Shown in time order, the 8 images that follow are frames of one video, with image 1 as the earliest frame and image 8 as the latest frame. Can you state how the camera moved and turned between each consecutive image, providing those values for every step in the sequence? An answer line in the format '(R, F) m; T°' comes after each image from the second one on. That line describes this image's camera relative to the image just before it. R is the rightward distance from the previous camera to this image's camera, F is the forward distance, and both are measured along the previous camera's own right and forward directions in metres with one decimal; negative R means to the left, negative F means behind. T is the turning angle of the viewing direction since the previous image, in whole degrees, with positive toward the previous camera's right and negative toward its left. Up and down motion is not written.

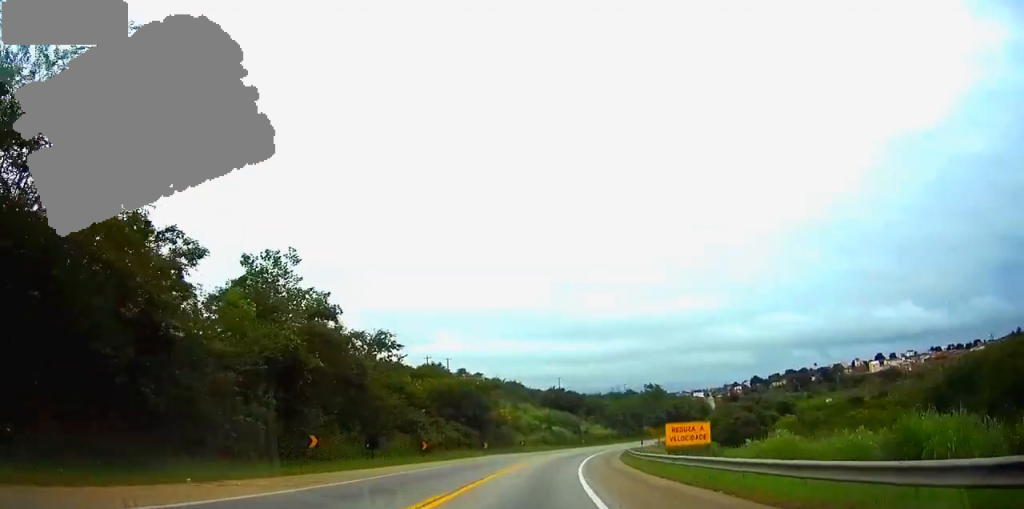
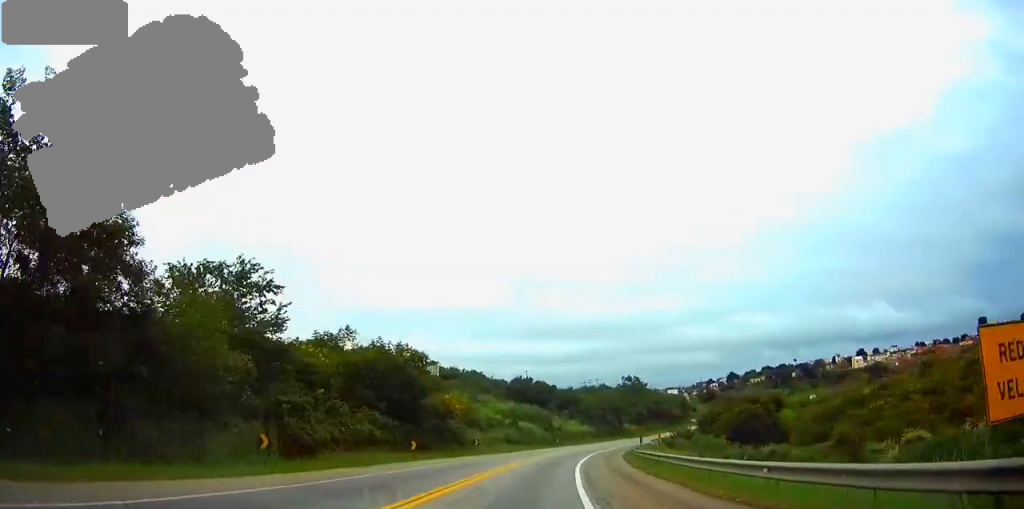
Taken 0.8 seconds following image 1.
(+0.4, +23.8) m; +2°
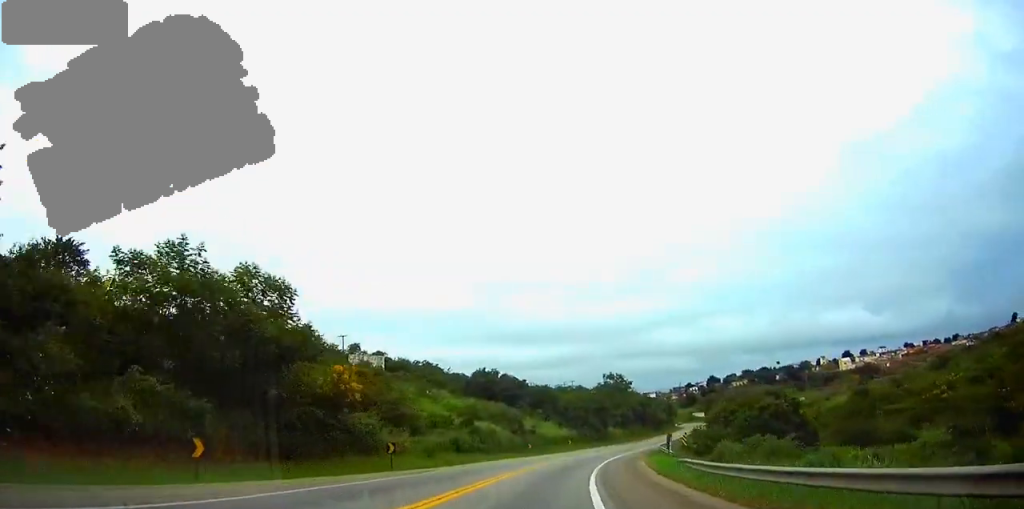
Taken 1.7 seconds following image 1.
(+0.5, +25.5) m; +3°
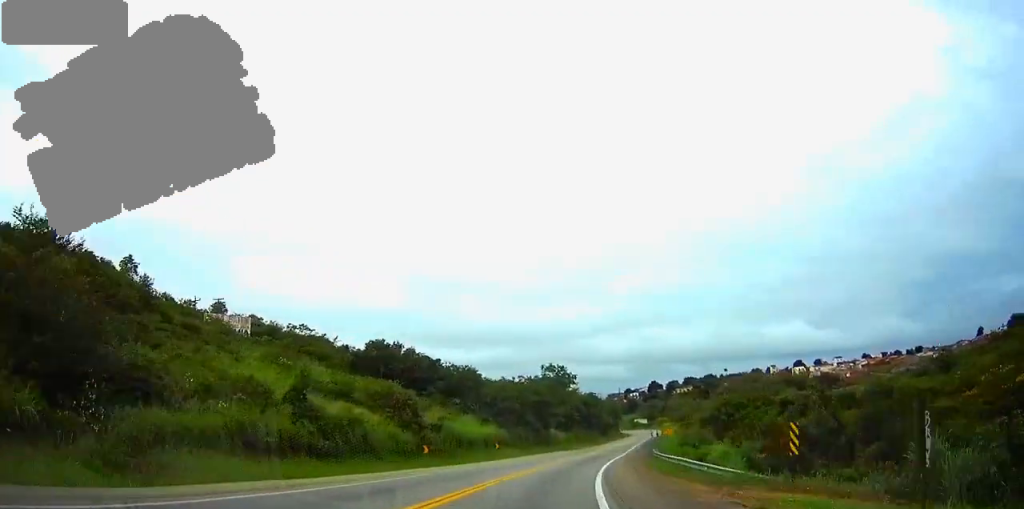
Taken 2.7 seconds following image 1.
(+1.3, +31.1) m; +5°
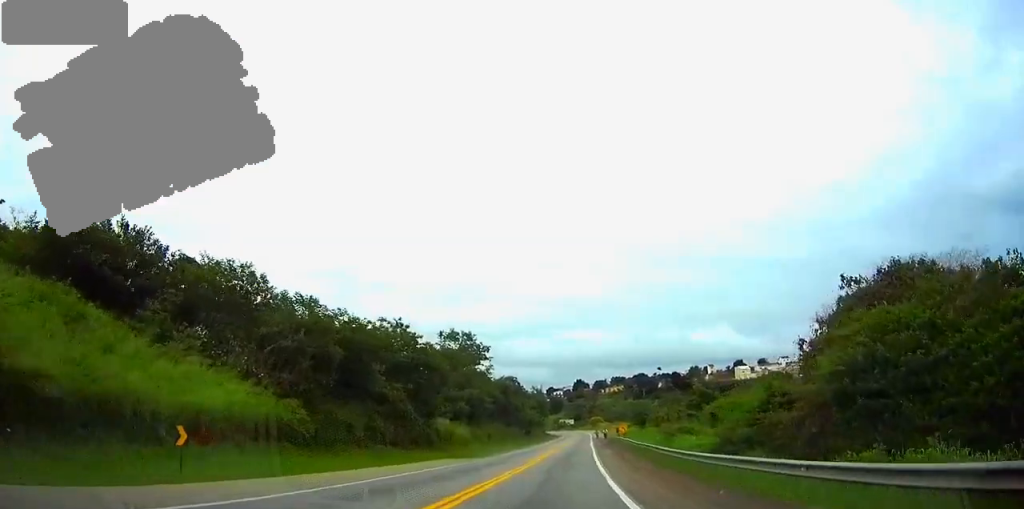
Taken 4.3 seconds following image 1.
(+3.3, +45.5) m; +6°
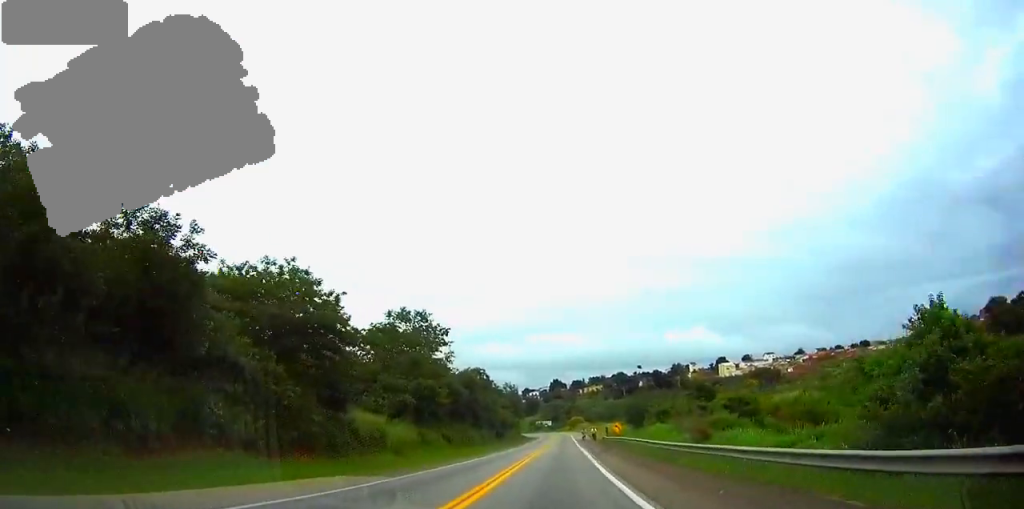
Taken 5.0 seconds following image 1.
(+0.1, +19.5) m; +1°
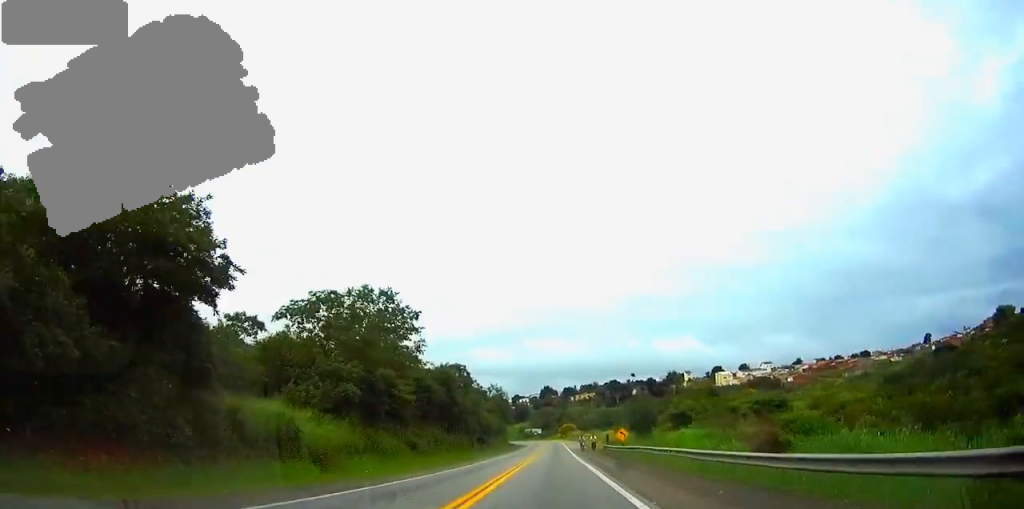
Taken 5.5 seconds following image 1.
(-0.1, +14.6) m; +1°
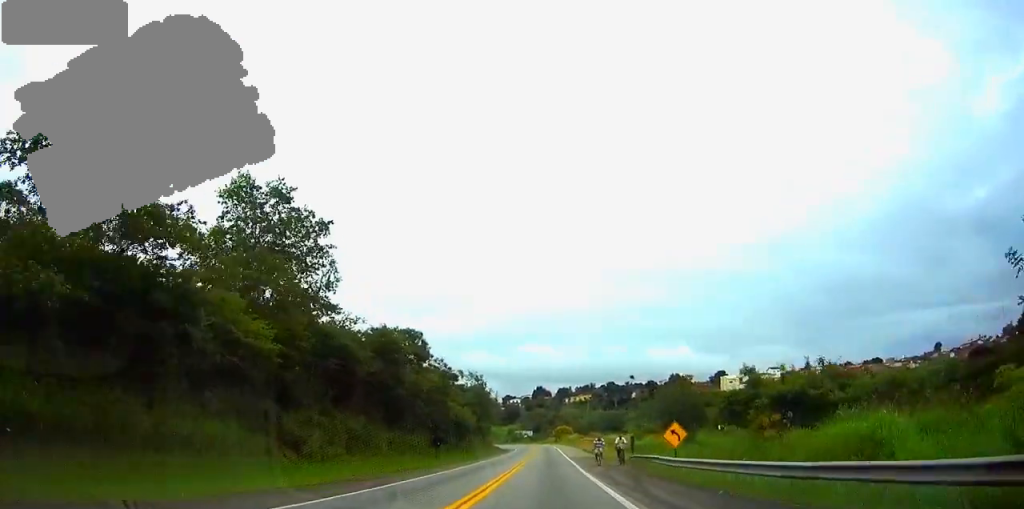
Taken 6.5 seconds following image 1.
(+0.6, +29.2) m; +1°
